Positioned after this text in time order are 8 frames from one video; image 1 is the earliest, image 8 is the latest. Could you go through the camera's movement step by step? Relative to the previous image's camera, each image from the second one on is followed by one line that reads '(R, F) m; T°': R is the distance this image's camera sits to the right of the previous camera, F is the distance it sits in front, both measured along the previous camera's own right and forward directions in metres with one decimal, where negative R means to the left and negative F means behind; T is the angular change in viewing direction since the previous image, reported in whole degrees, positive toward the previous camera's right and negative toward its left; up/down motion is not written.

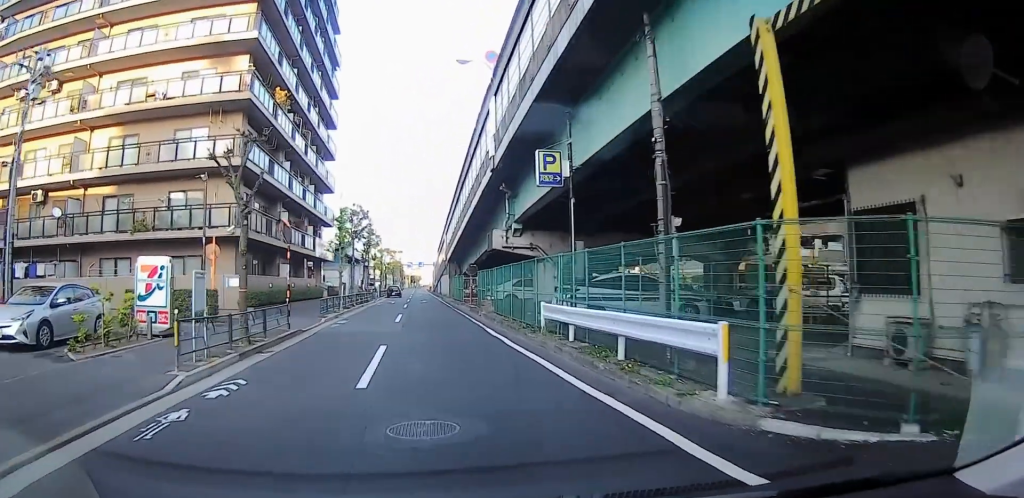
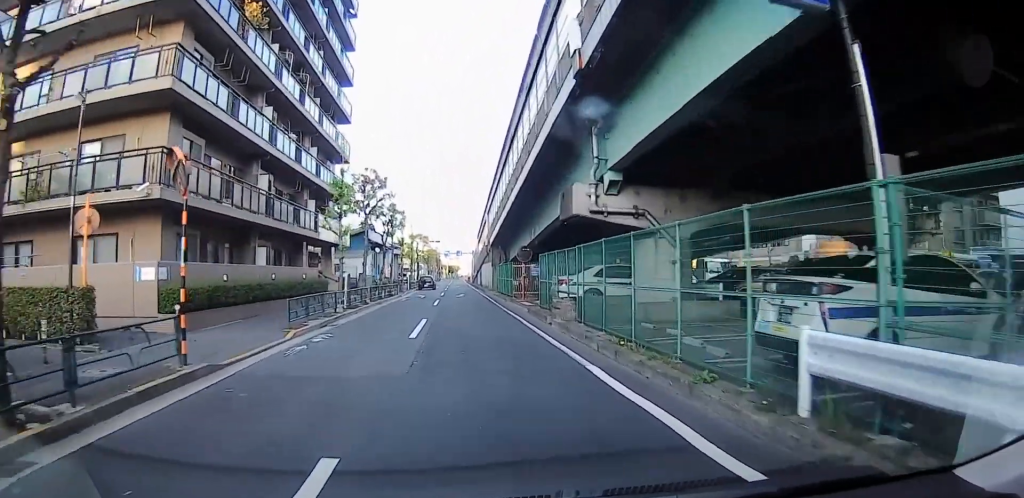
(0.0, +6.8) m; 0°
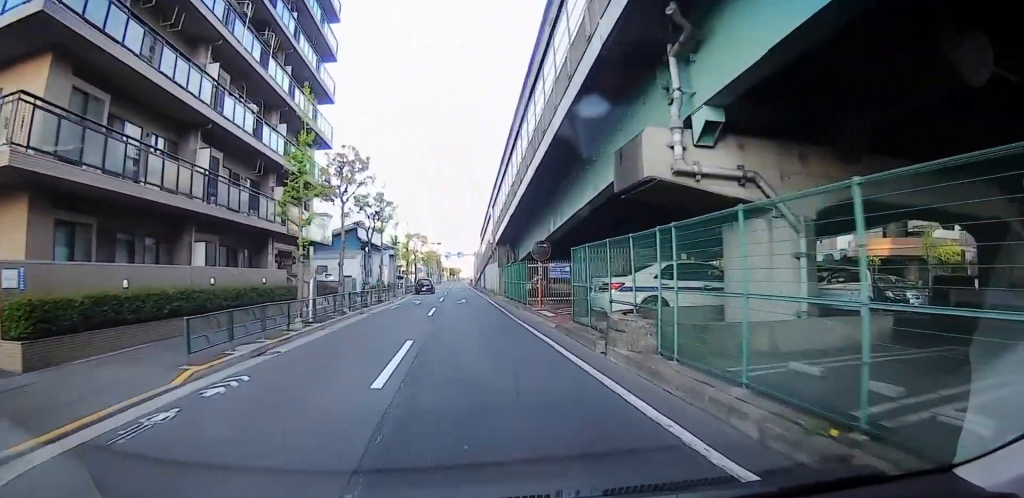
(0.0, +4.8) m; 0°
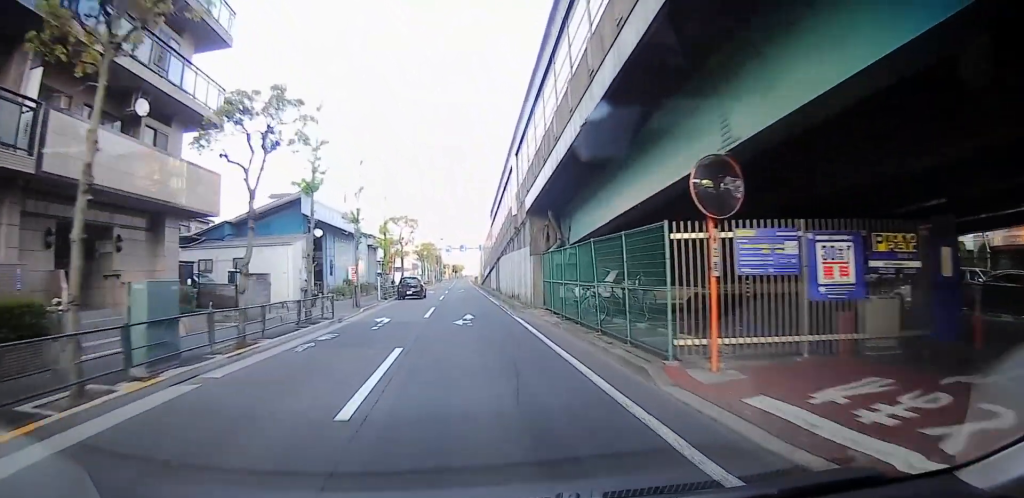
(0.0, +14.0) m; 0°
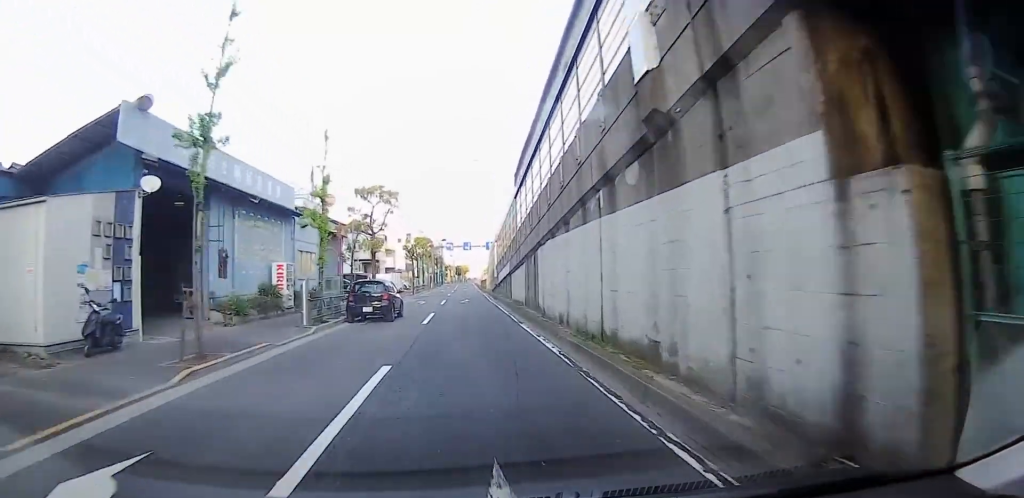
(0.0, +15.5) m; 0°
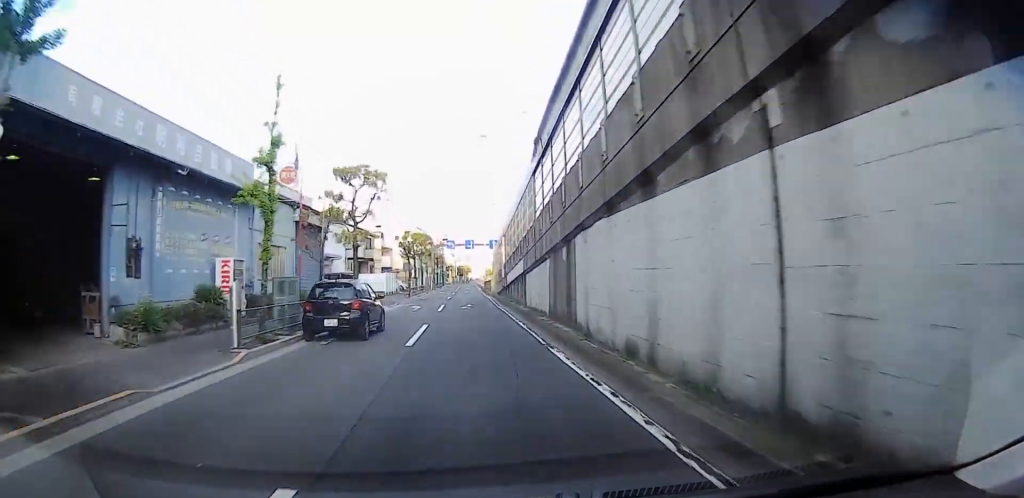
(0.0, +5.2) m; 0°
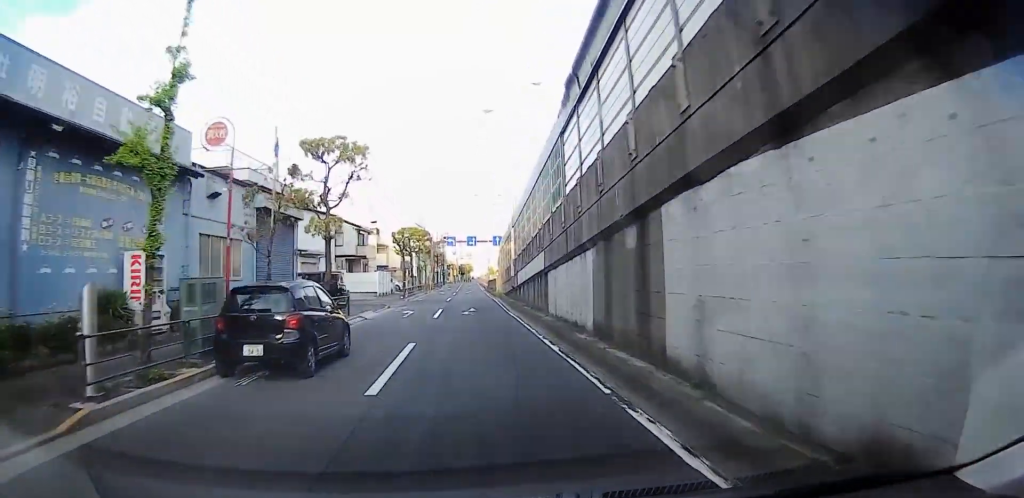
(0.0, +3.4) m; 0°
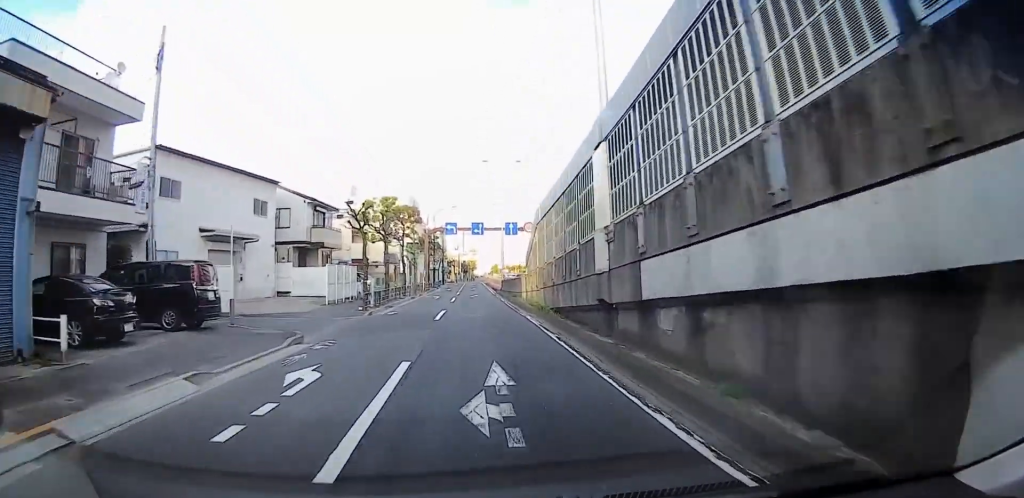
(0.0, +16.4) m; 0°
